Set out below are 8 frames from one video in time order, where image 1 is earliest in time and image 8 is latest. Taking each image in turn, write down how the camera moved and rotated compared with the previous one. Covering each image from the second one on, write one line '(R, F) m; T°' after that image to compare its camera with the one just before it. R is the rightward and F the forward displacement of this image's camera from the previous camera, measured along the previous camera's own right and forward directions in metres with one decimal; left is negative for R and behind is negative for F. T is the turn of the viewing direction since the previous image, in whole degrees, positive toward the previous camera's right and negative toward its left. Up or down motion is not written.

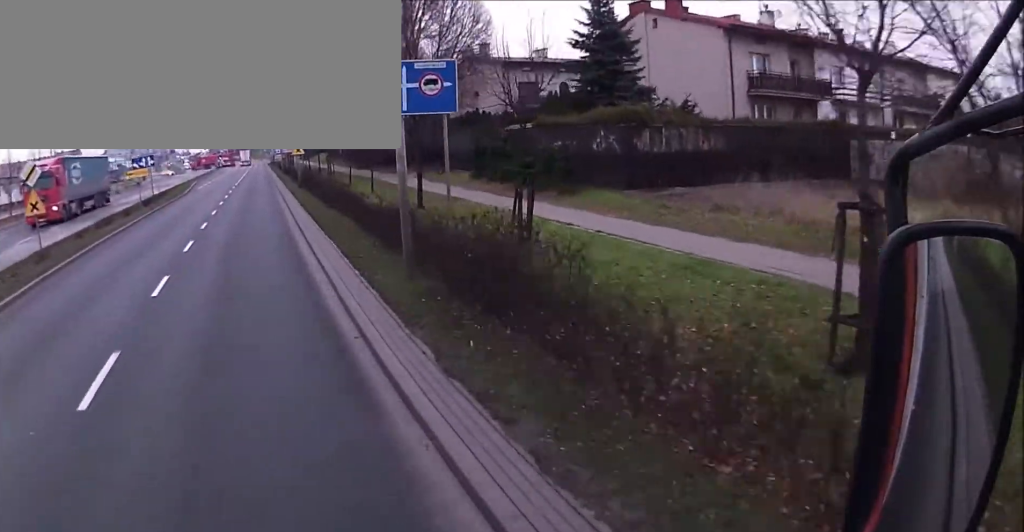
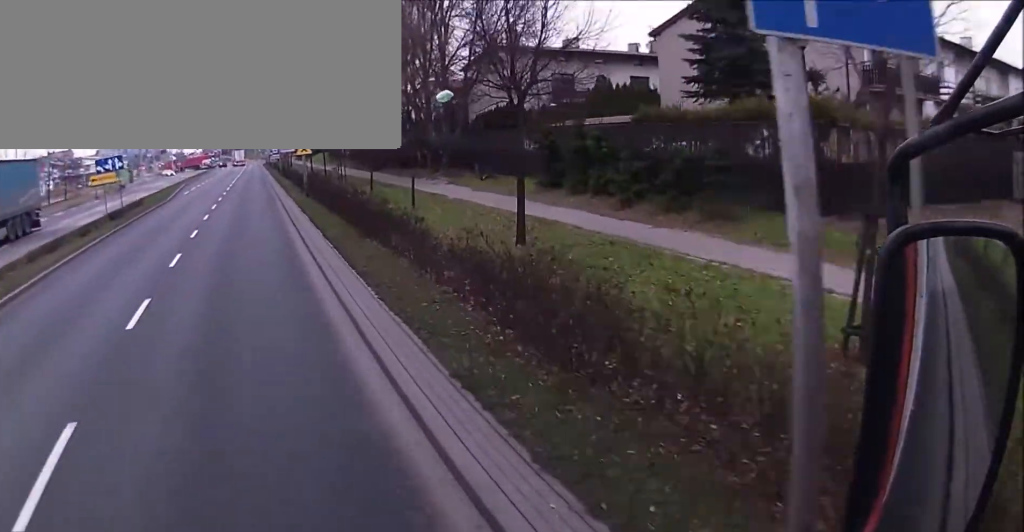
(-0.2, +8.4) m; 0°
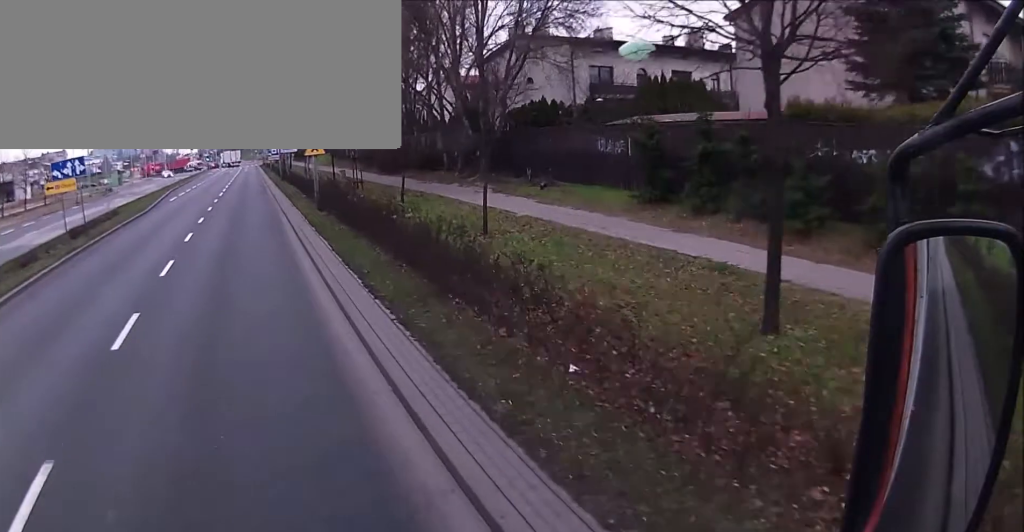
(+0.2, +6.9) m; 0°
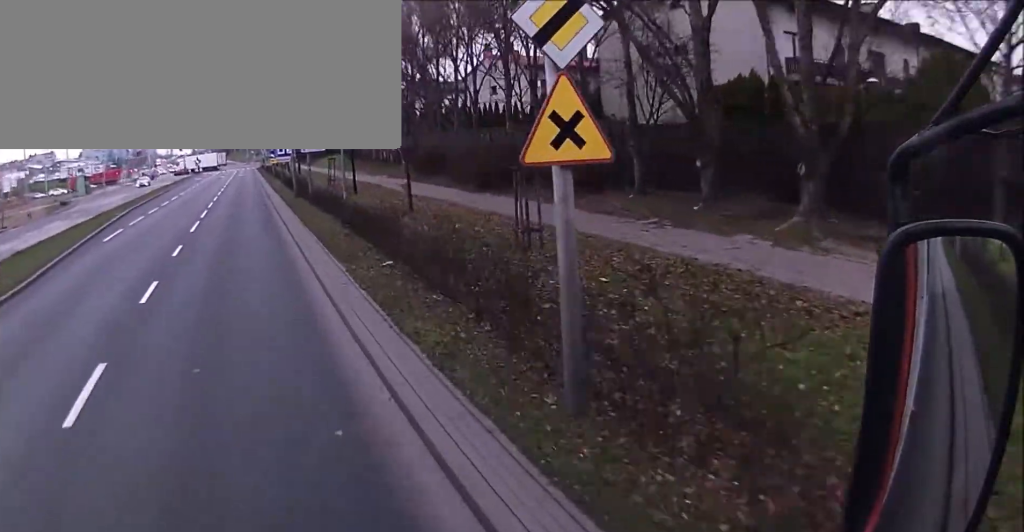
(-0.1, +20.3) m; +1°
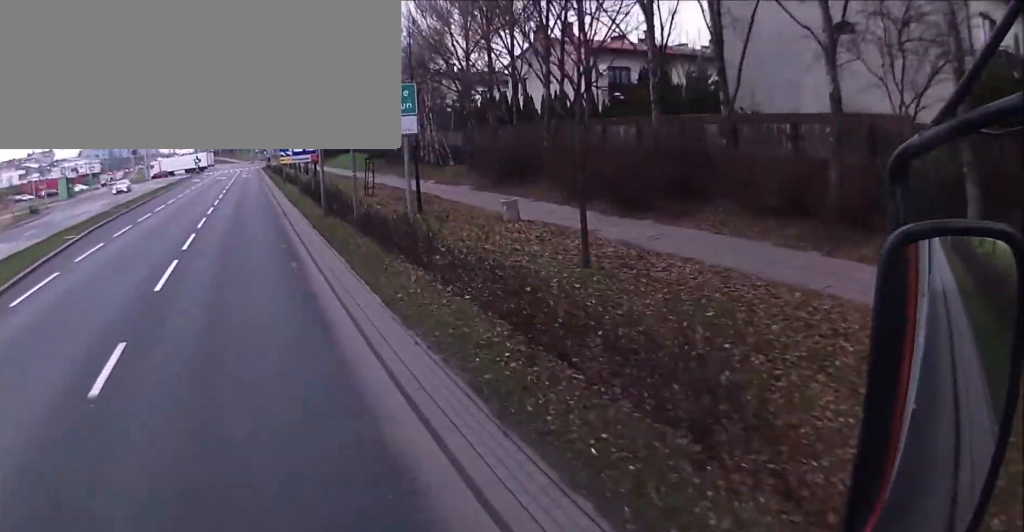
(+0.1, +10.9) m; +1°
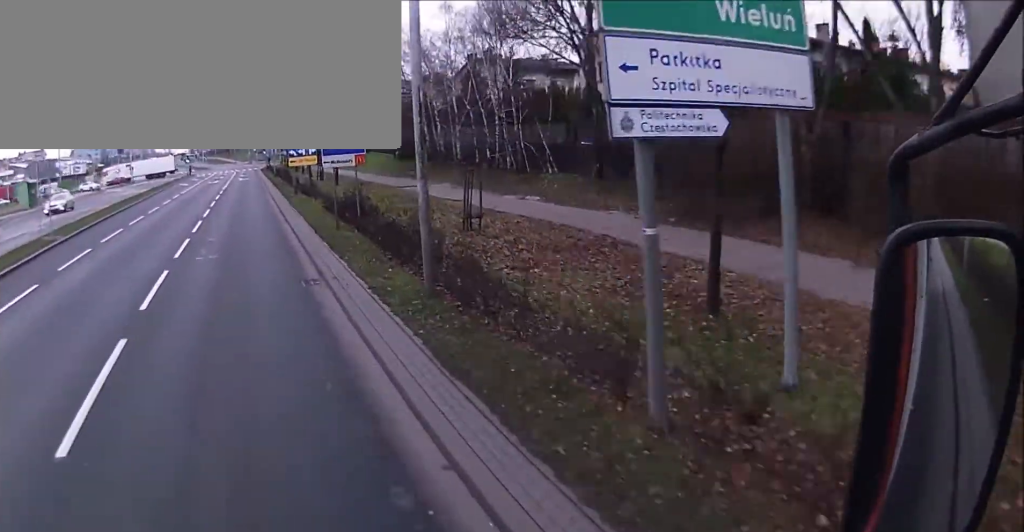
(0.0, +13.5) m; 0°
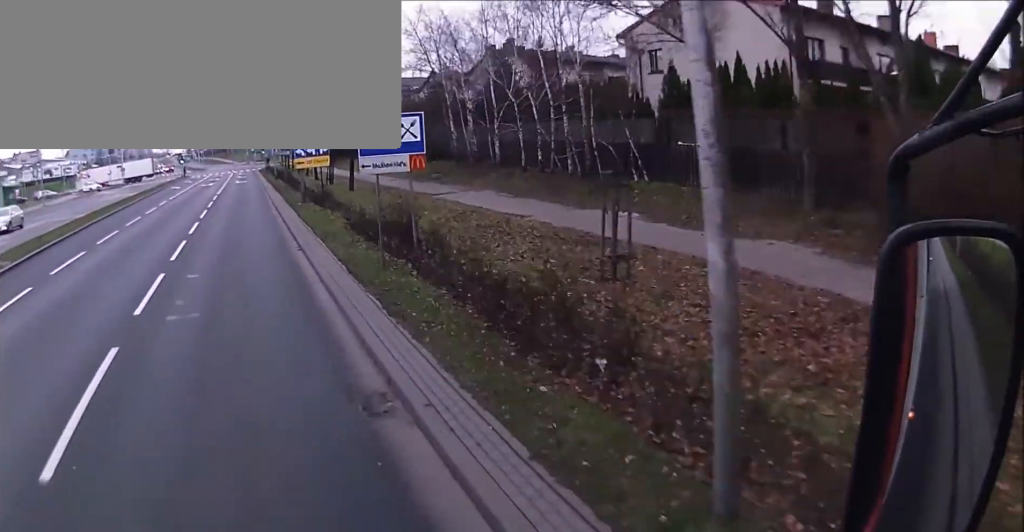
(0.0, +6.4) m; 0°
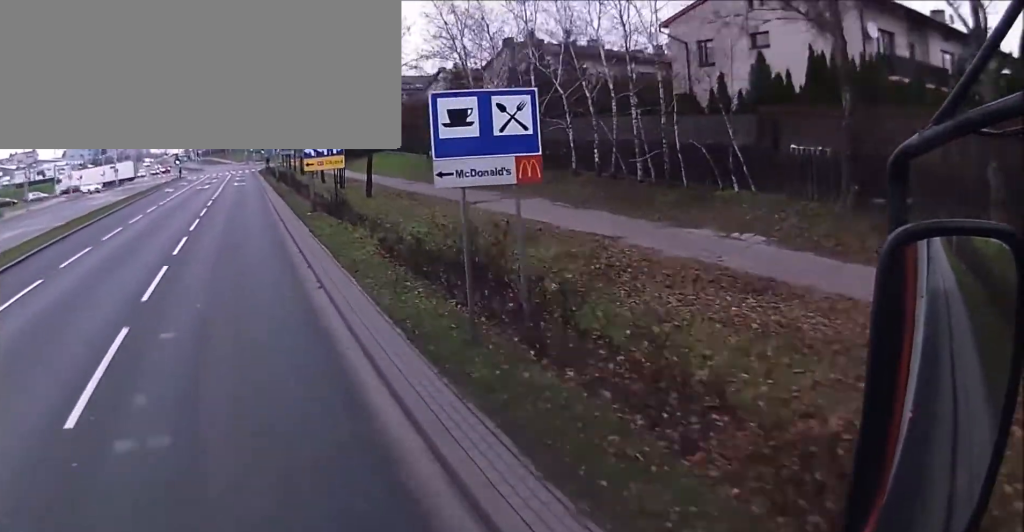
(0.0, +4.9) m; 0°
